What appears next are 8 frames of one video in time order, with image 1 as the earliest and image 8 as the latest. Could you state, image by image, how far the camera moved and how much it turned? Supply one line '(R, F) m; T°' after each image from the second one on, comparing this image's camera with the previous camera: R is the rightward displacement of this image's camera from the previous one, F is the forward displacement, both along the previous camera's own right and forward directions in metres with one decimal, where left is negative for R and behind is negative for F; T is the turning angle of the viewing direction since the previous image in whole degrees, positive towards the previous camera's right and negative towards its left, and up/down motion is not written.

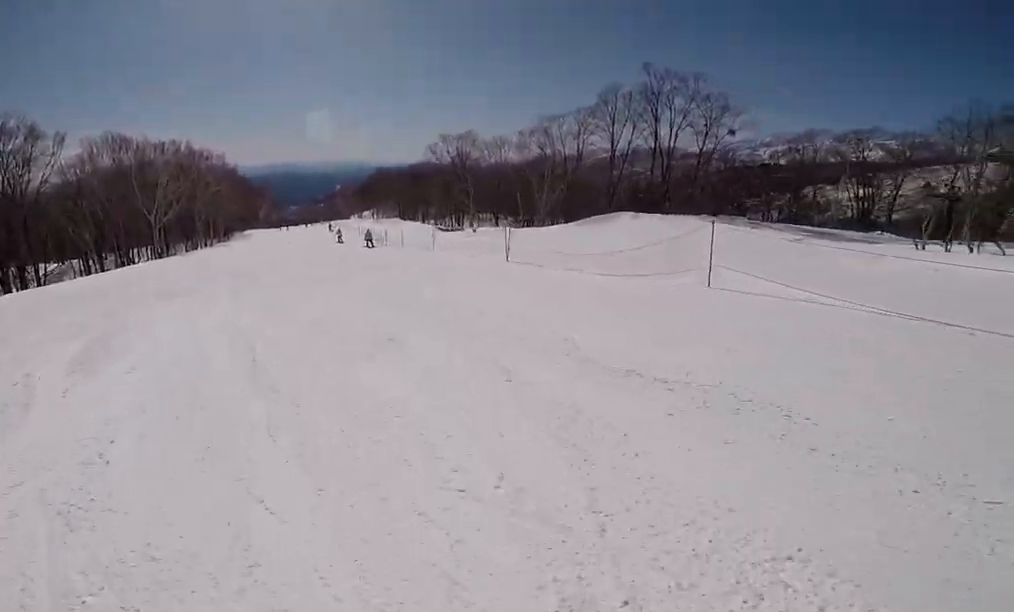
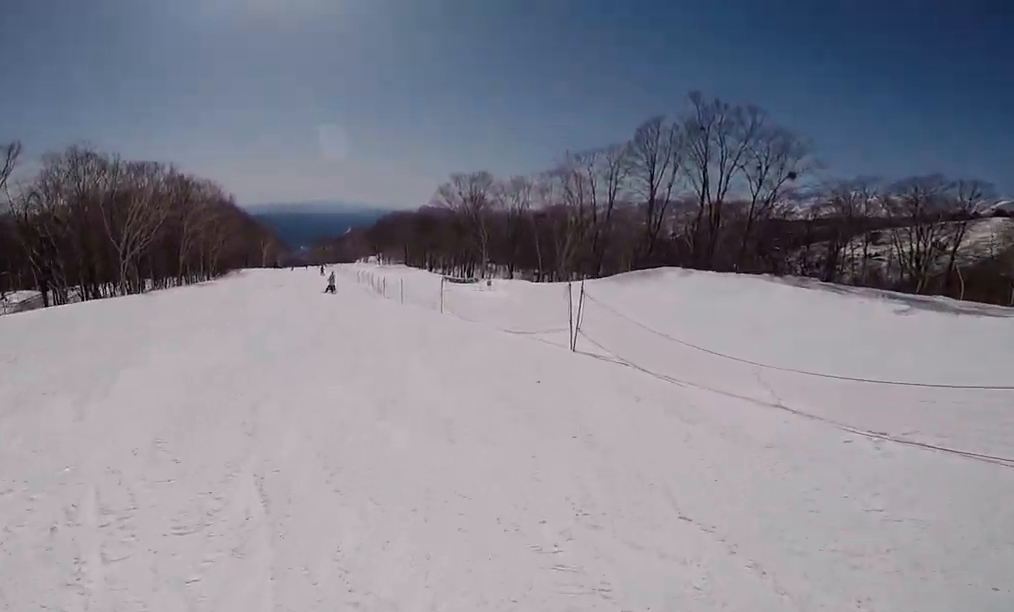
(+0.3, +7.0) m; -9°
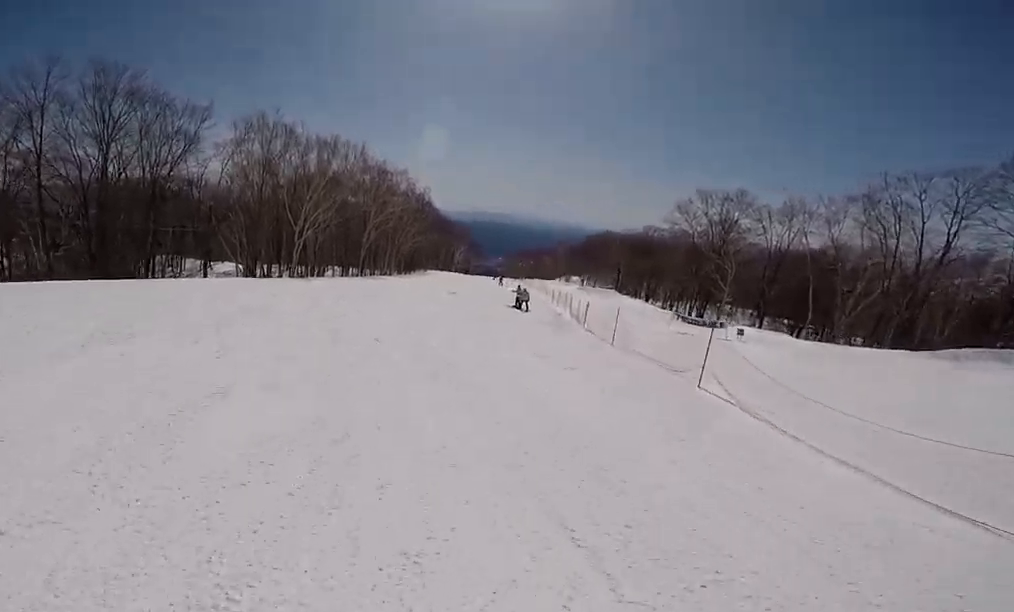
(-2.1, +7.2) m; -26°
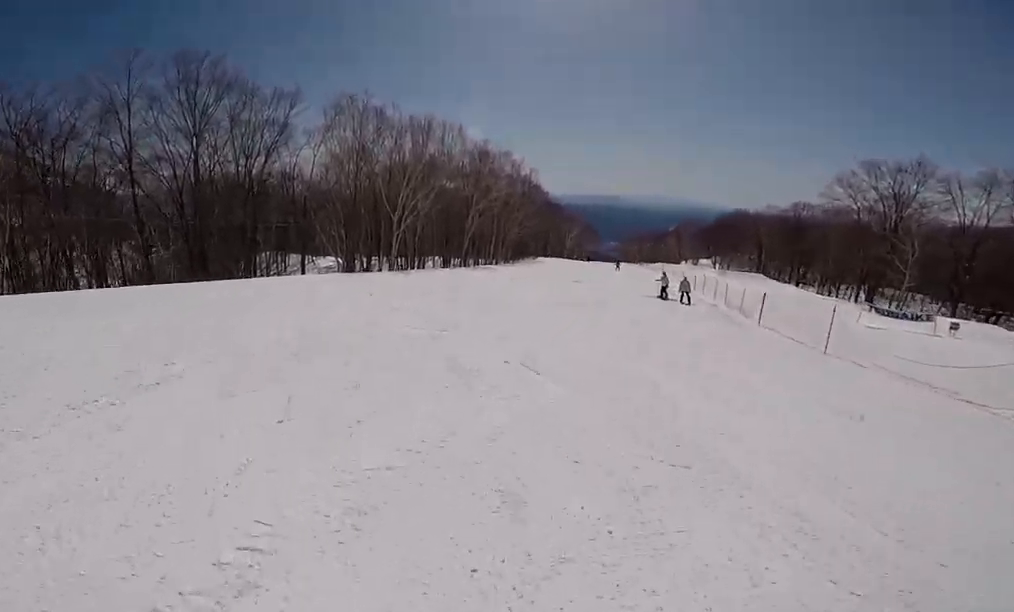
(-0.3, +3.5) m; -3°
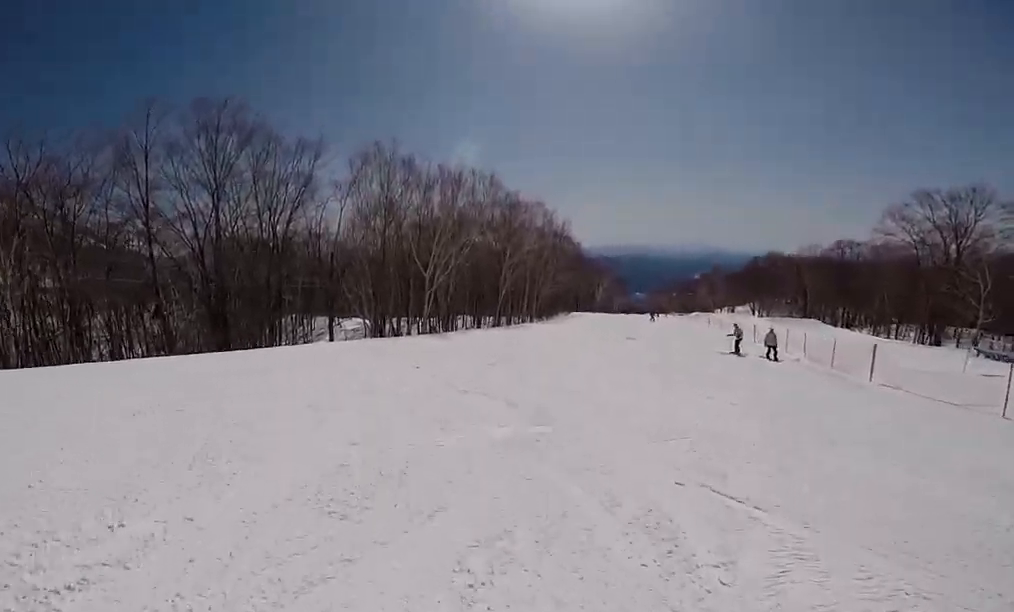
(0.0, +3.2) m; +5°
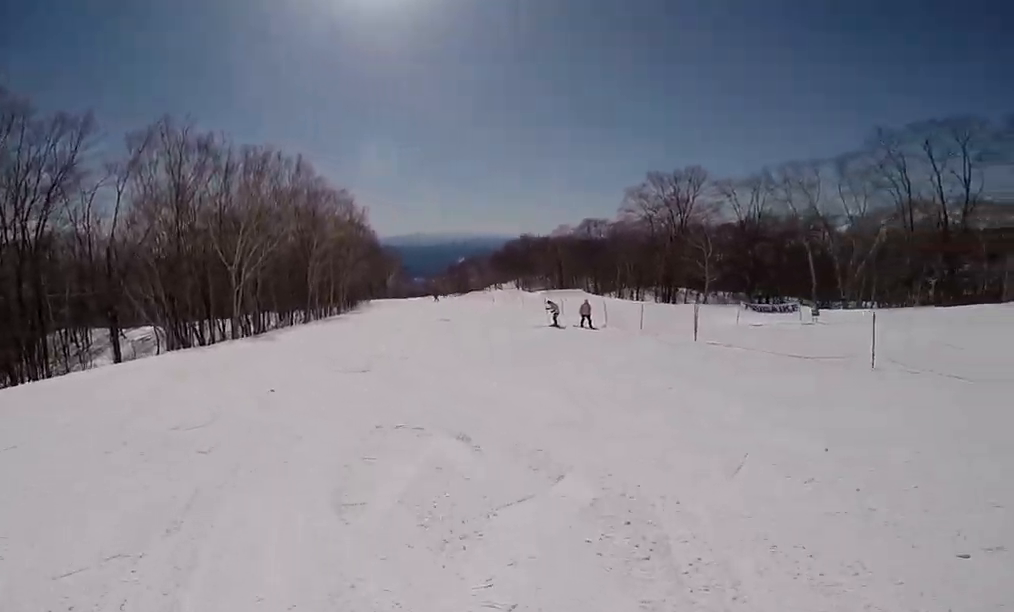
(+0.3, +4.2) m; +12°
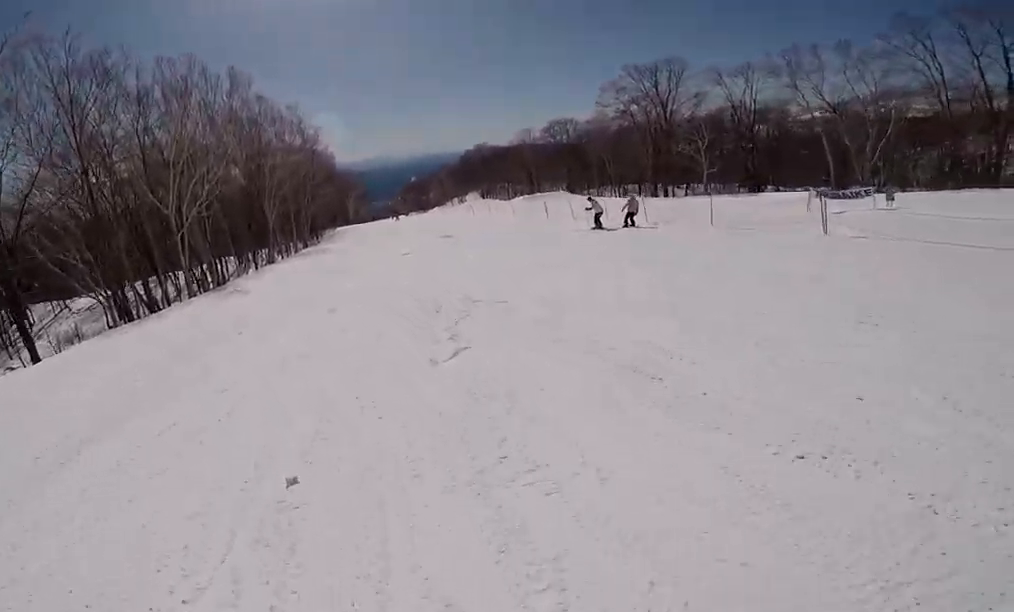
(+1.0, +5.9) m; +19°
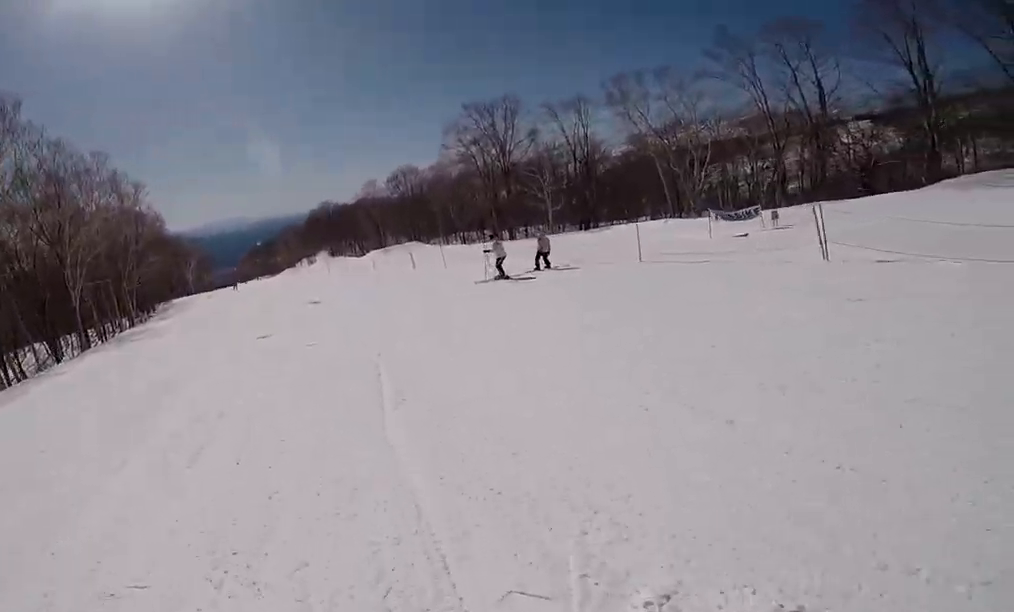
(+1.1, +5.9) m; +6°
